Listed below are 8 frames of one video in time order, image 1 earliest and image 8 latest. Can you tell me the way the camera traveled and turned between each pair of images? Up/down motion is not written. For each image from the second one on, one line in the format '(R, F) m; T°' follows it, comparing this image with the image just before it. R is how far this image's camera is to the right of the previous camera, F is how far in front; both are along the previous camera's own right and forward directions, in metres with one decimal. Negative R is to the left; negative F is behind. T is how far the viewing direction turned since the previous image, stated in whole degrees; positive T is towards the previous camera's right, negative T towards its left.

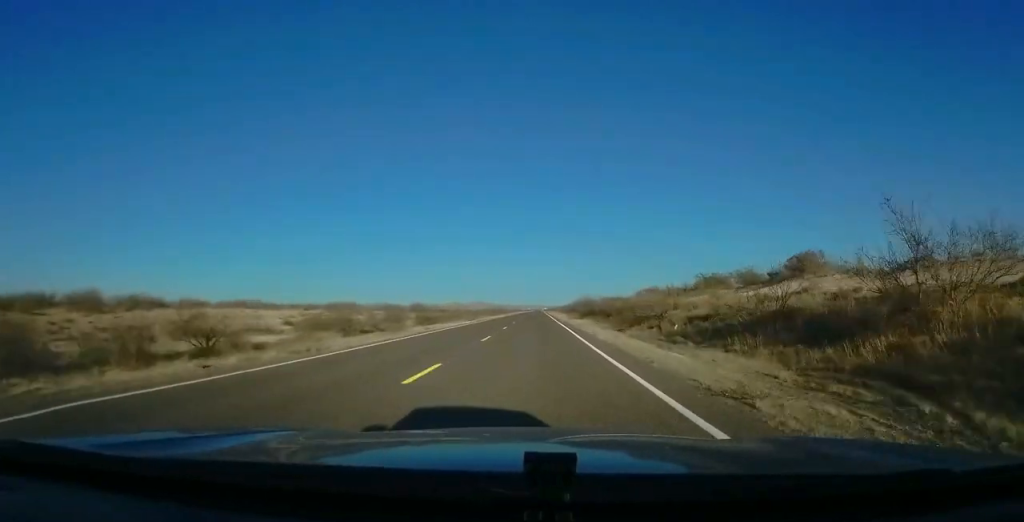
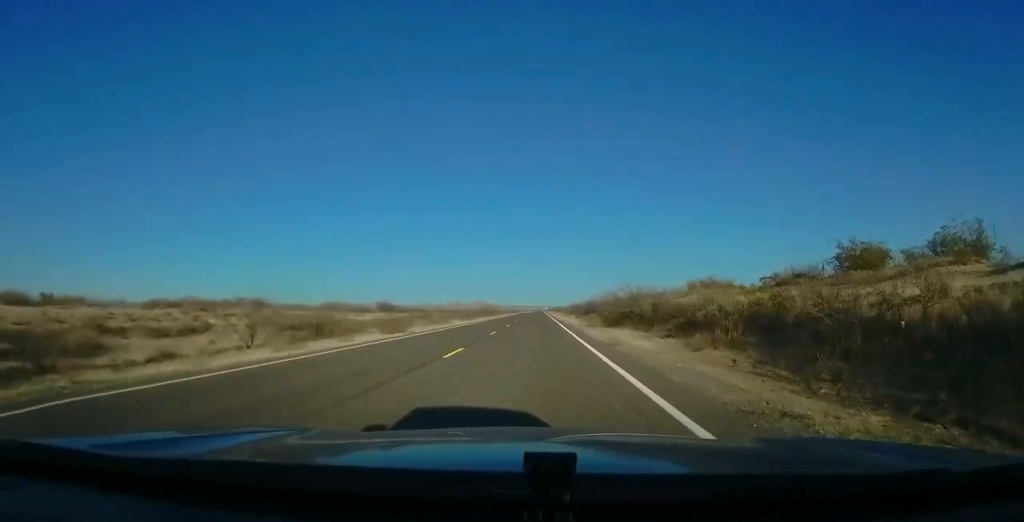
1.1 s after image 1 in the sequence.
(0.0, +32.1) m; 0°
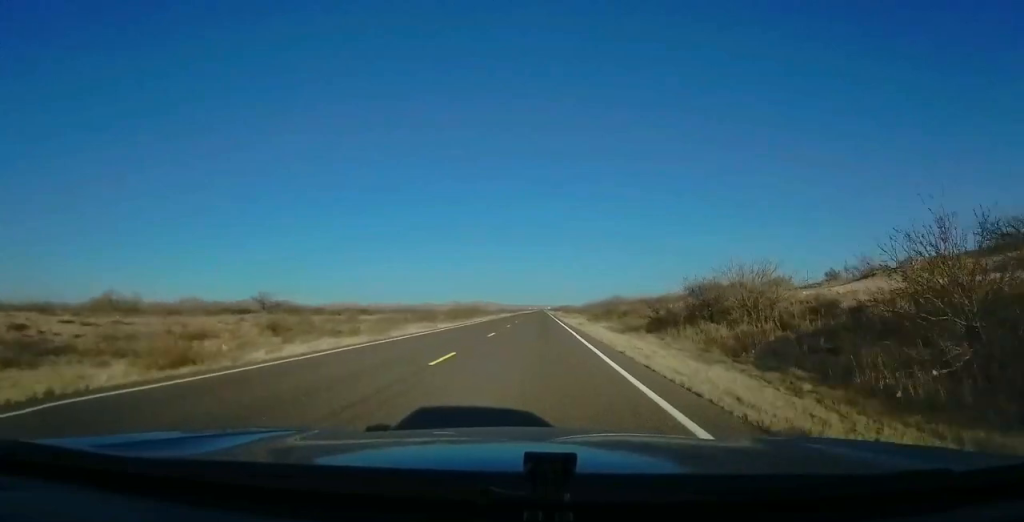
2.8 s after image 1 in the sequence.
(-0.1, +50.6) m; 0°
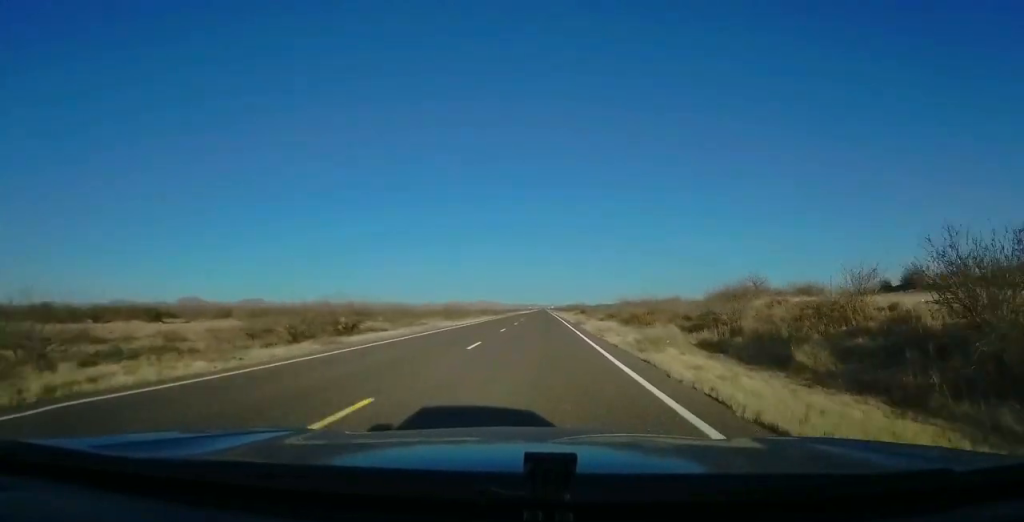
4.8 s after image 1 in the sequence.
(0.0, +56.3) m; 0°
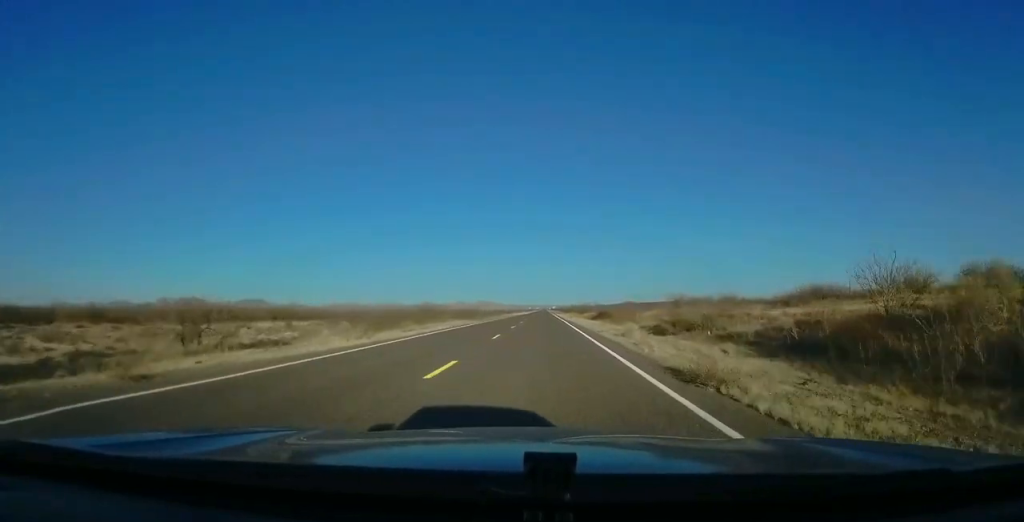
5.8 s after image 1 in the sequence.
(0.0, +31.0) m; 0°
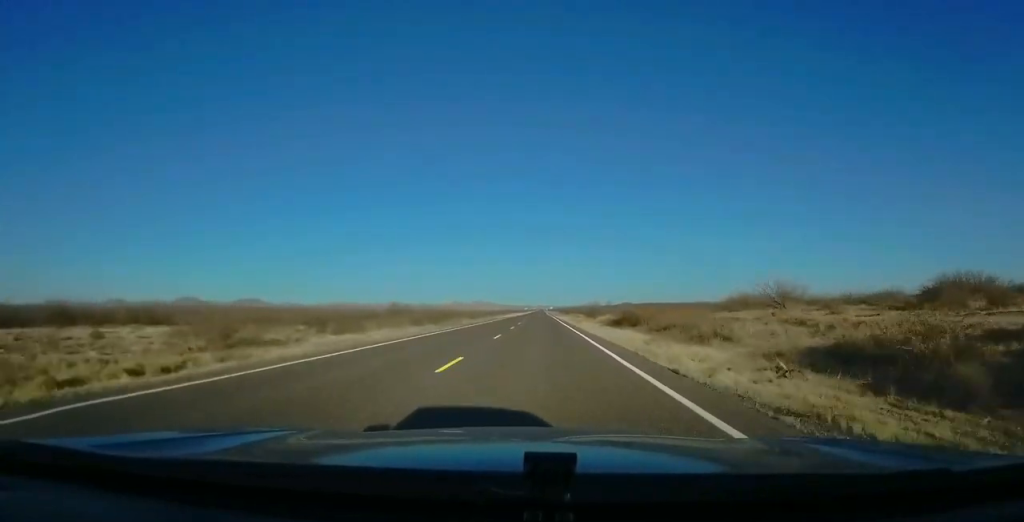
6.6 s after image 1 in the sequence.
(0.0, +23.3) m; -1°
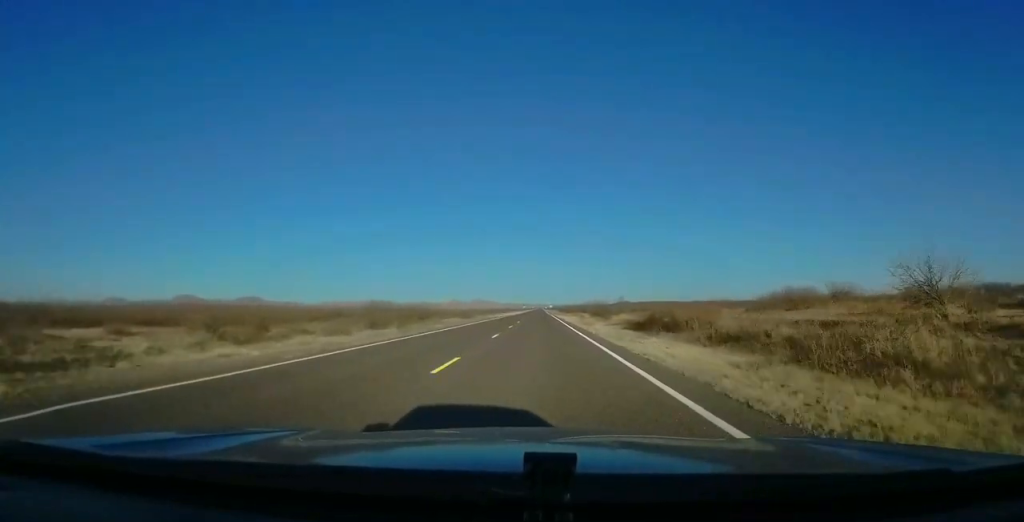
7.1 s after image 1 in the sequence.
(-0.2, +12.6) m; 0°
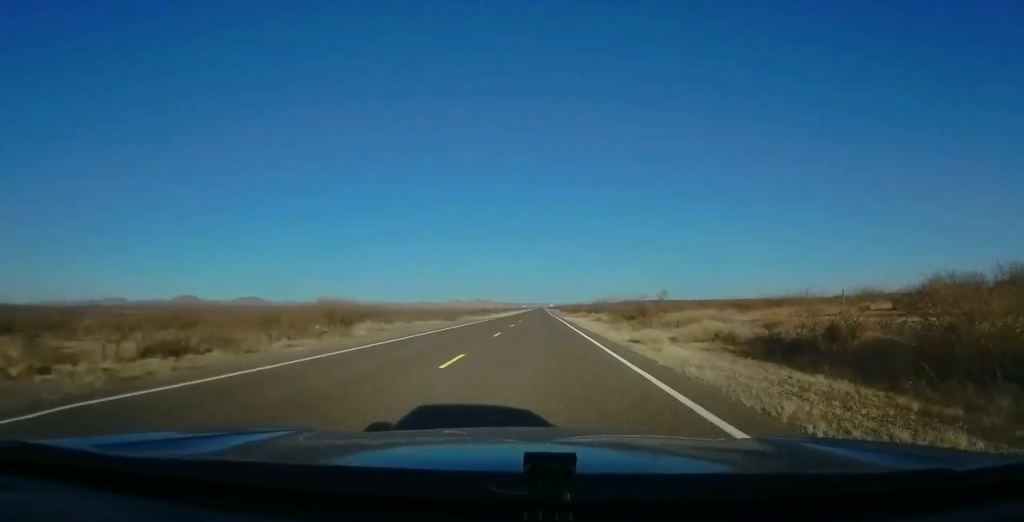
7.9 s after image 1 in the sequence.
(0.0, +23.3) m; 0°
